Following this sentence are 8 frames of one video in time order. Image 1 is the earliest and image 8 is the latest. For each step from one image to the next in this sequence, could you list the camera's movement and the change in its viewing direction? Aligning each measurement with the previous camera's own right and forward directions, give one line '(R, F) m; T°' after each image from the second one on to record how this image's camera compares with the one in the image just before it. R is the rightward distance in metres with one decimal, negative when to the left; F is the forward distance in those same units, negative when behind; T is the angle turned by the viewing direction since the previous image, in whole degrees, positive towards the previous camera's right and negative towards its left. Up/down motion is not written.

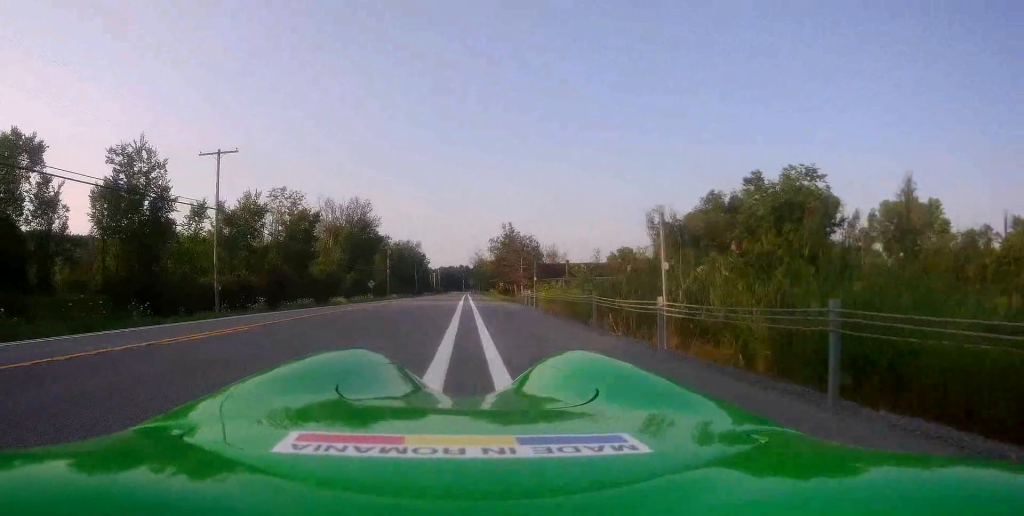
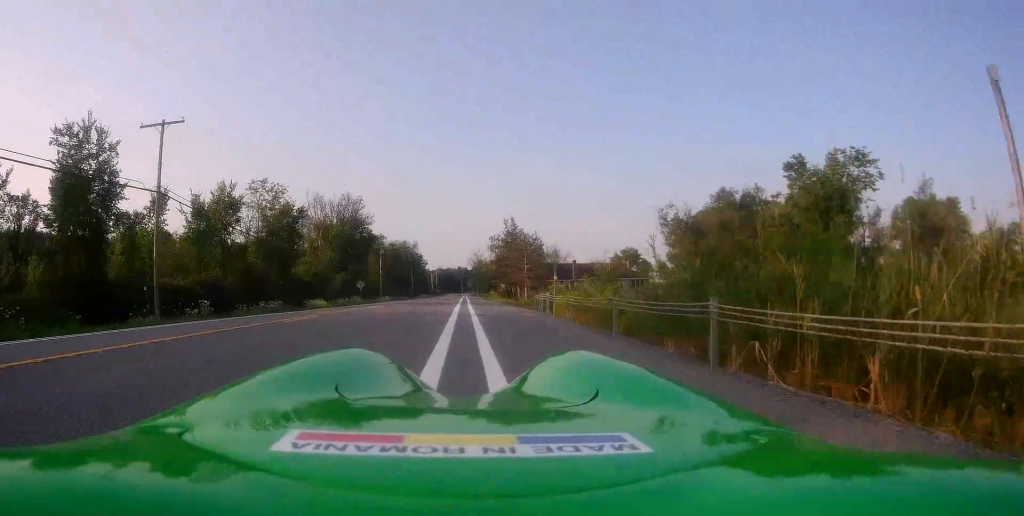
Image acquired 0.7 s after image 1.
(+0.1, +6.6) m; +1°
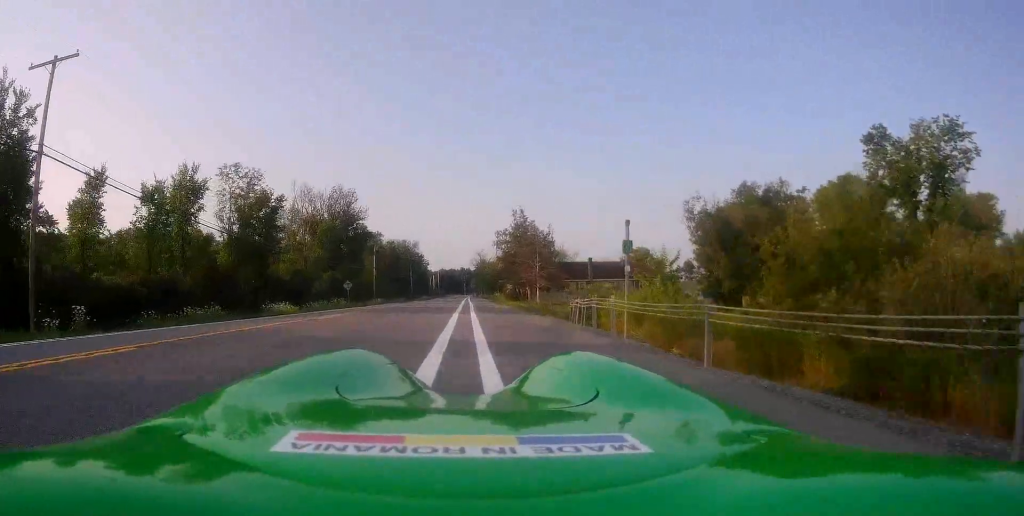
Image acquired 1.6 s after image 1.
(0.0, +9.1) m; 0°
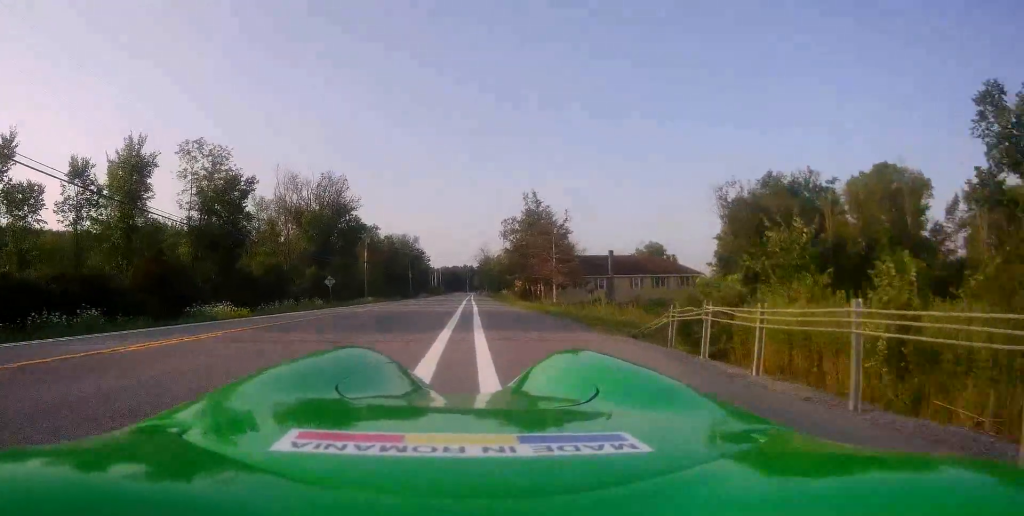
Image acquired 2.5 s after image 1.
(0.0, +9.0) m; -2°
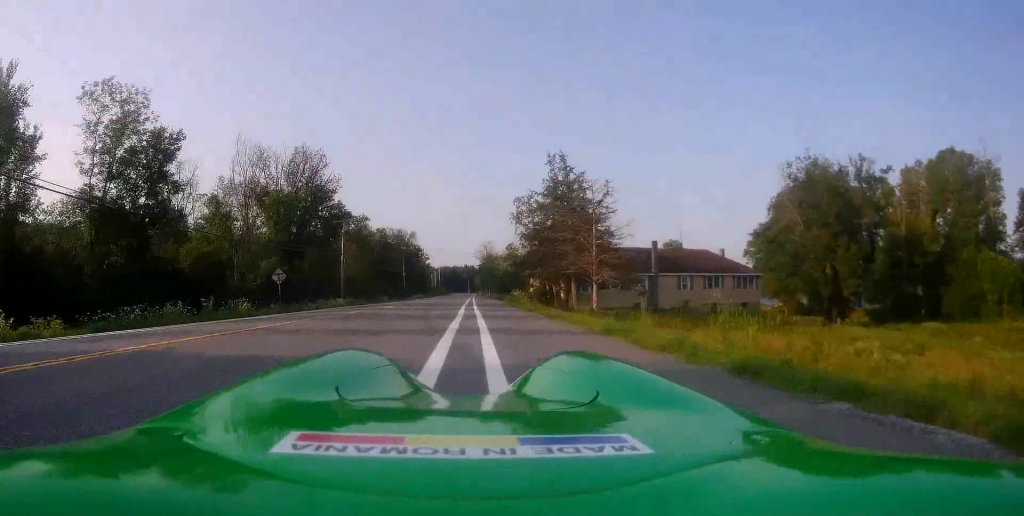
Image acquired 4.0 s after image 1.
(-0.2, +14.3) m; 0°
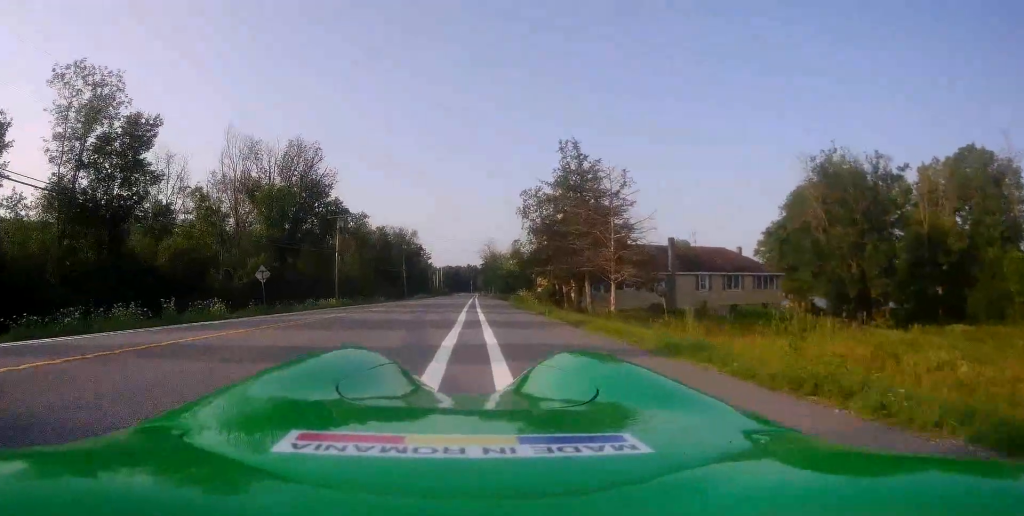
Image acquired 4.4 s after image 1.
(+0.1, +3.5) m; 0°
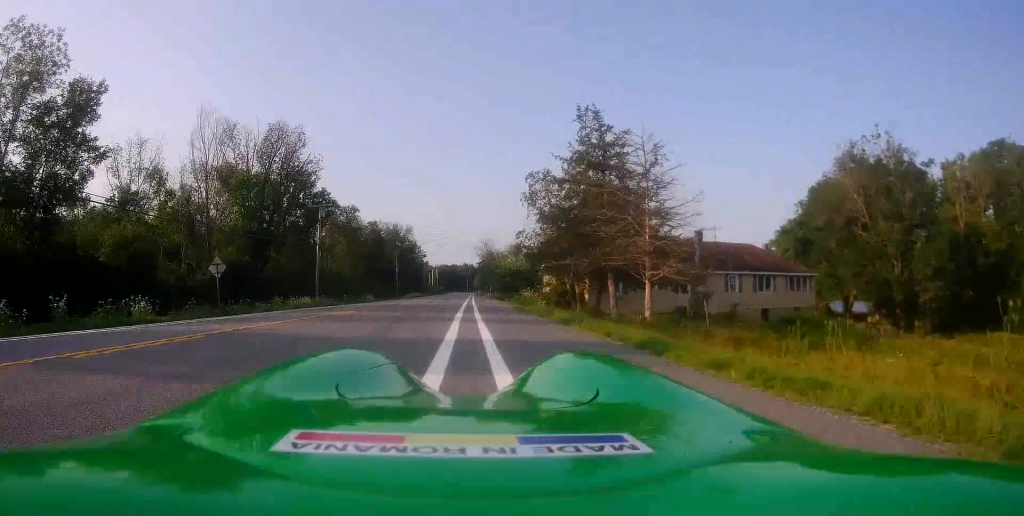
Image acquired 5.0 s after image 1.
(-0.1, +5.6) m; 0°
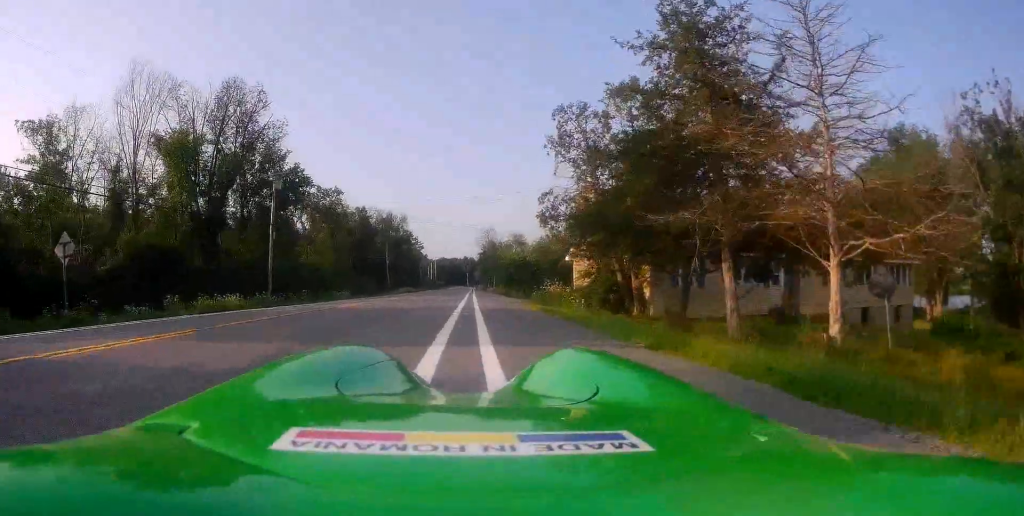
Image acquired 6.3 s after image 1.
(0.0, +11.3) m; +1°
